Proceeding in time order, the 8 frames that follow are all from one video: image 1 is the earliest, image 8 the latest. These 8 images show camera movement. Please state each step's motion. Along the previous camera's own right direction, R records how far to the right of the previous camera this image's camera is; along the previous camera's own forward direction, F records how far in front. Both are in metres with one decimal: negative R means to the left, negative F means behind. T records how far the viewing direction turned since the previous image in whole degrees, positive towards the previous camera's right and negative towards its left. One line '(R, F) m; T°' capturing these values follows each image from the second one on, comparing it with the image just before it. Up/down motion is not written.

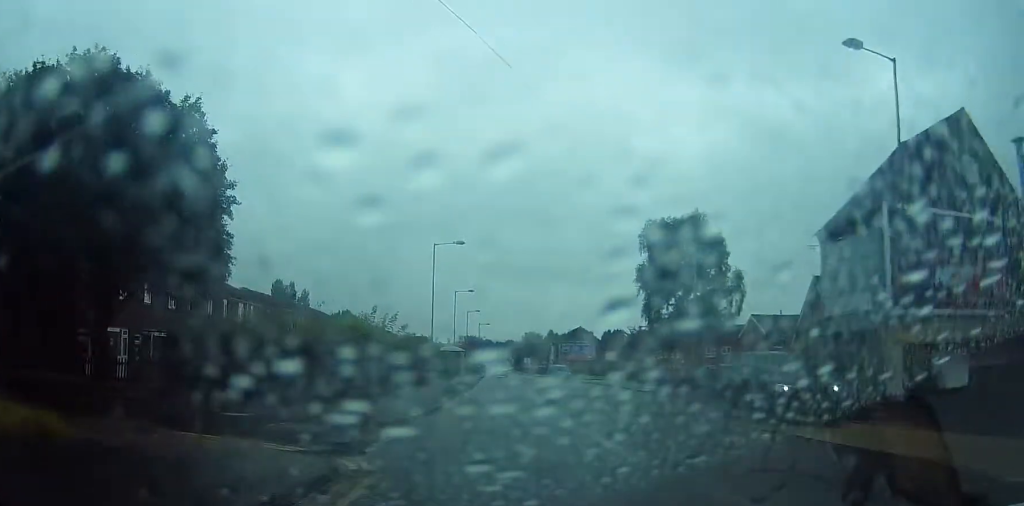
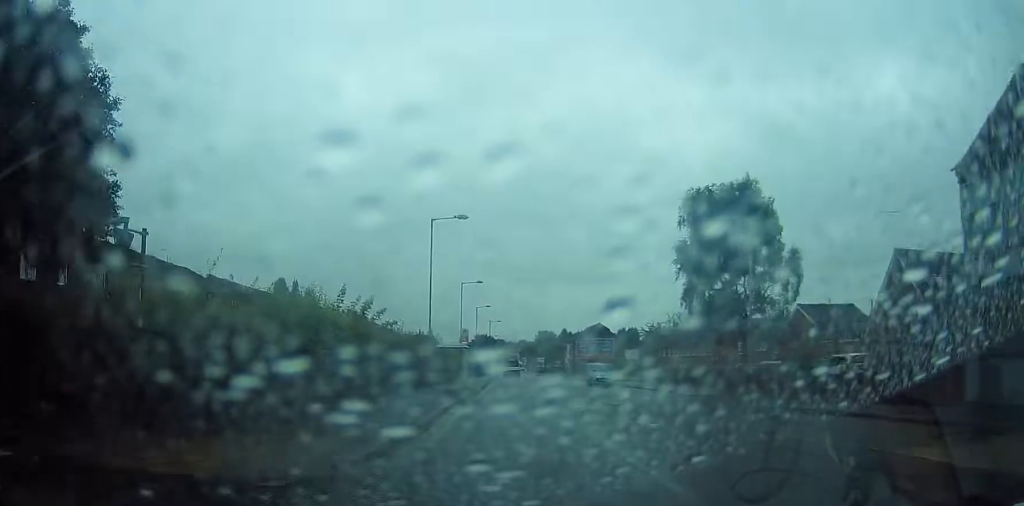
(-0.1, +8.8) m; -1°
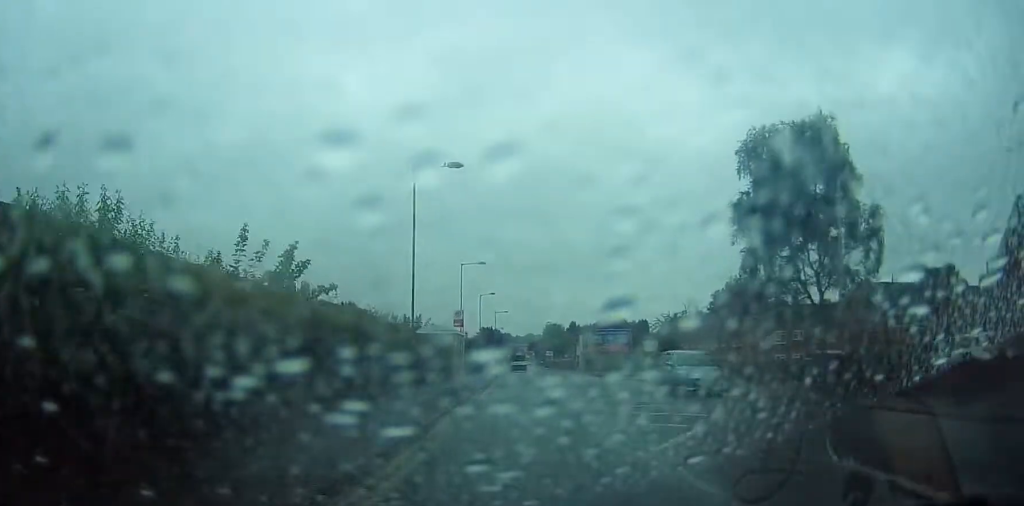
(-0.3, +10.2) m; 0°
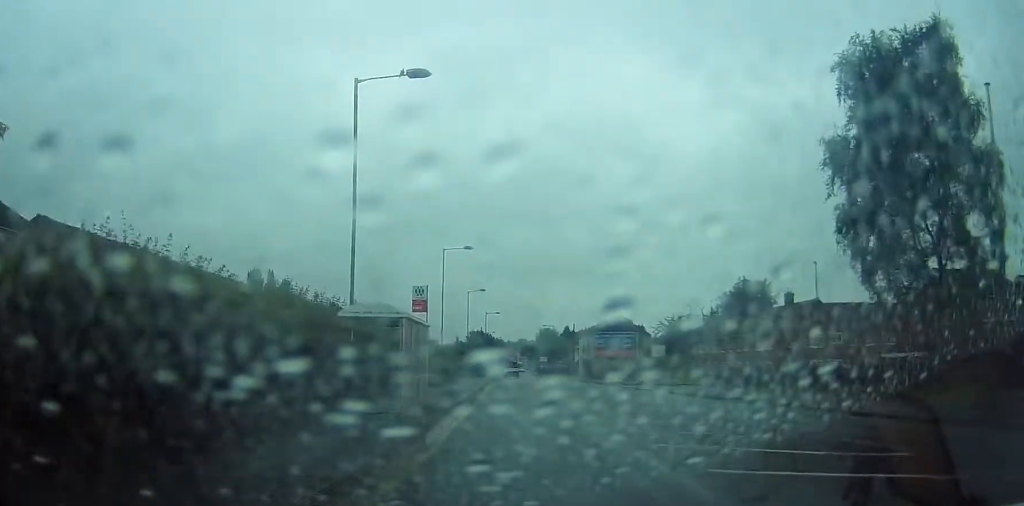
(+0.5, +11.3) m; +2°
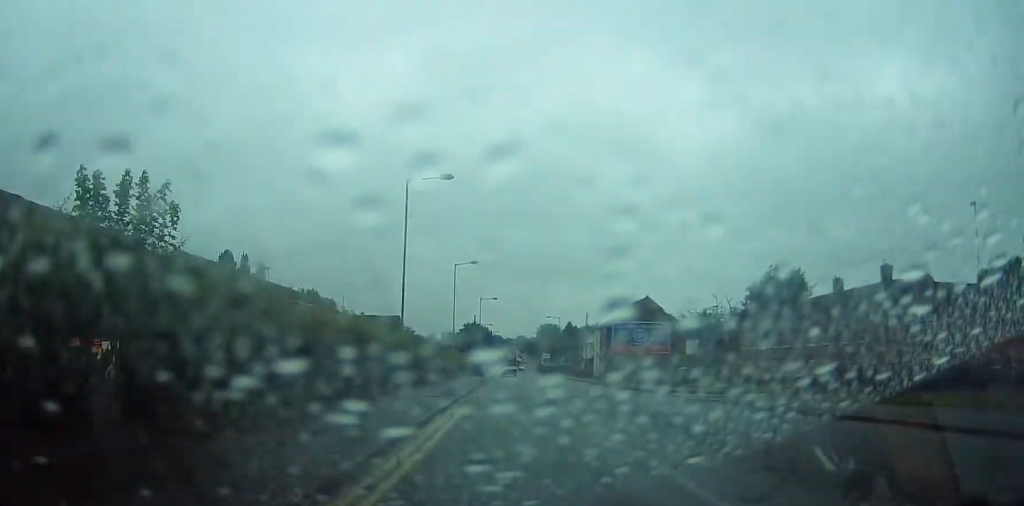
(0.0, +19.6) m; -2°
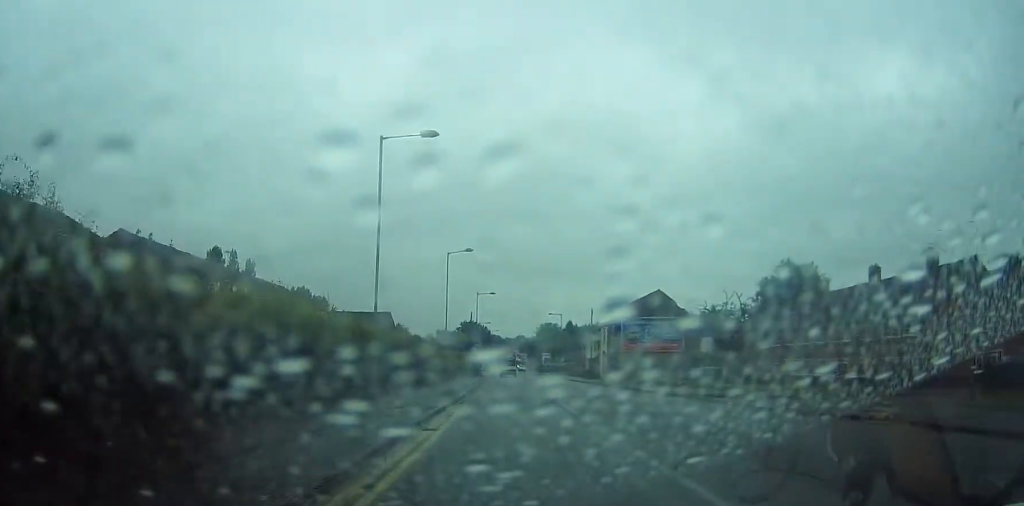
(-0.2, +6.5) m; 0°
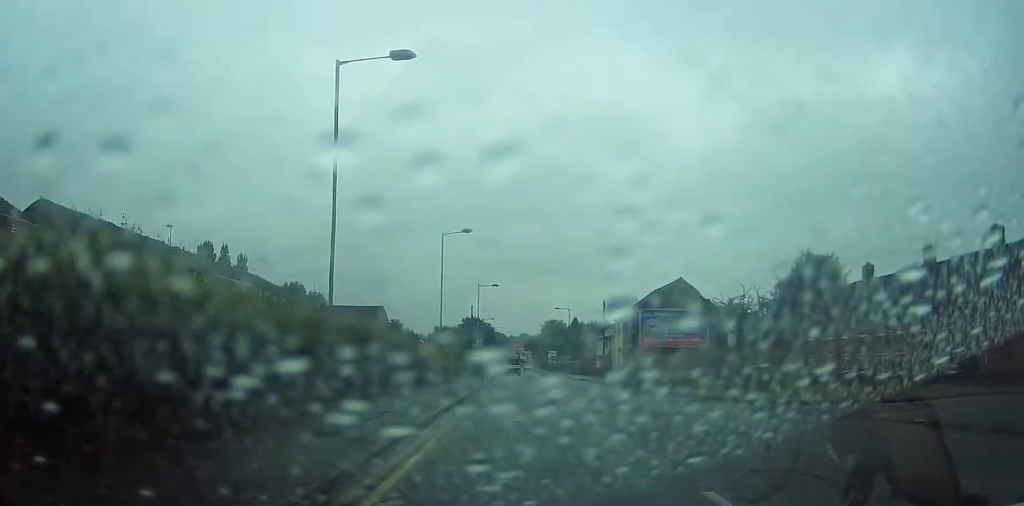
(-0.2, +7.4) m; 0°
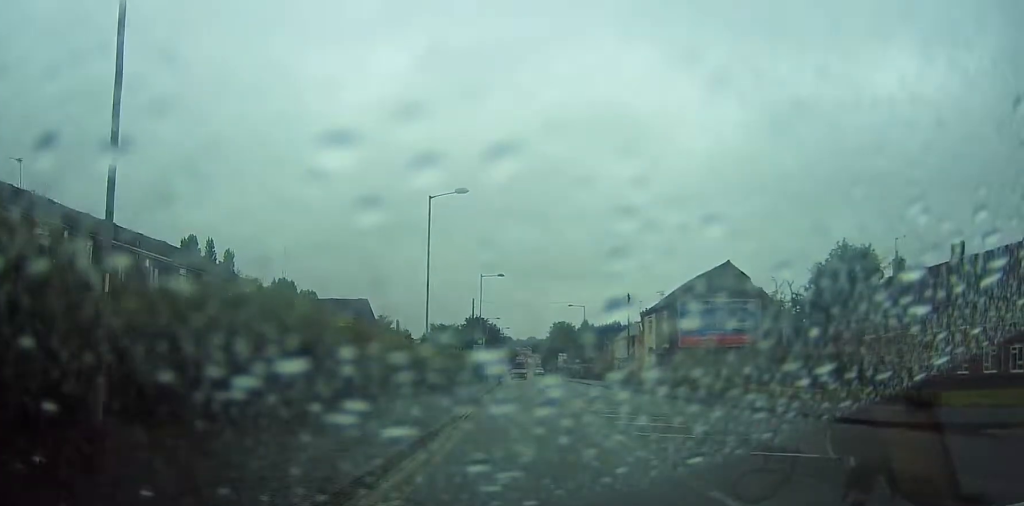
(+0.4, +11.8) m; 0°
